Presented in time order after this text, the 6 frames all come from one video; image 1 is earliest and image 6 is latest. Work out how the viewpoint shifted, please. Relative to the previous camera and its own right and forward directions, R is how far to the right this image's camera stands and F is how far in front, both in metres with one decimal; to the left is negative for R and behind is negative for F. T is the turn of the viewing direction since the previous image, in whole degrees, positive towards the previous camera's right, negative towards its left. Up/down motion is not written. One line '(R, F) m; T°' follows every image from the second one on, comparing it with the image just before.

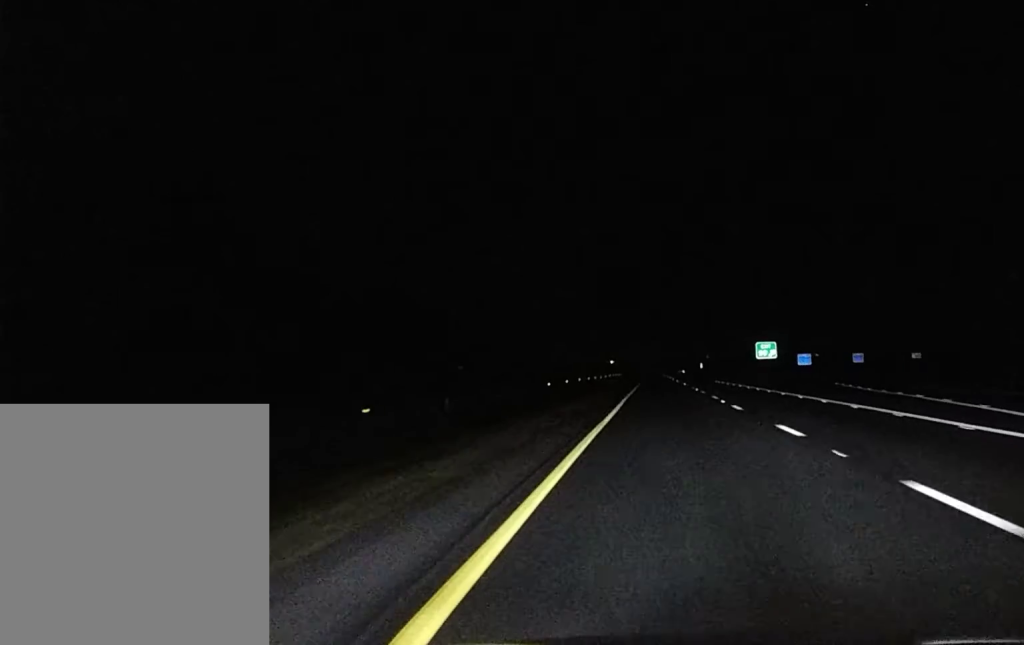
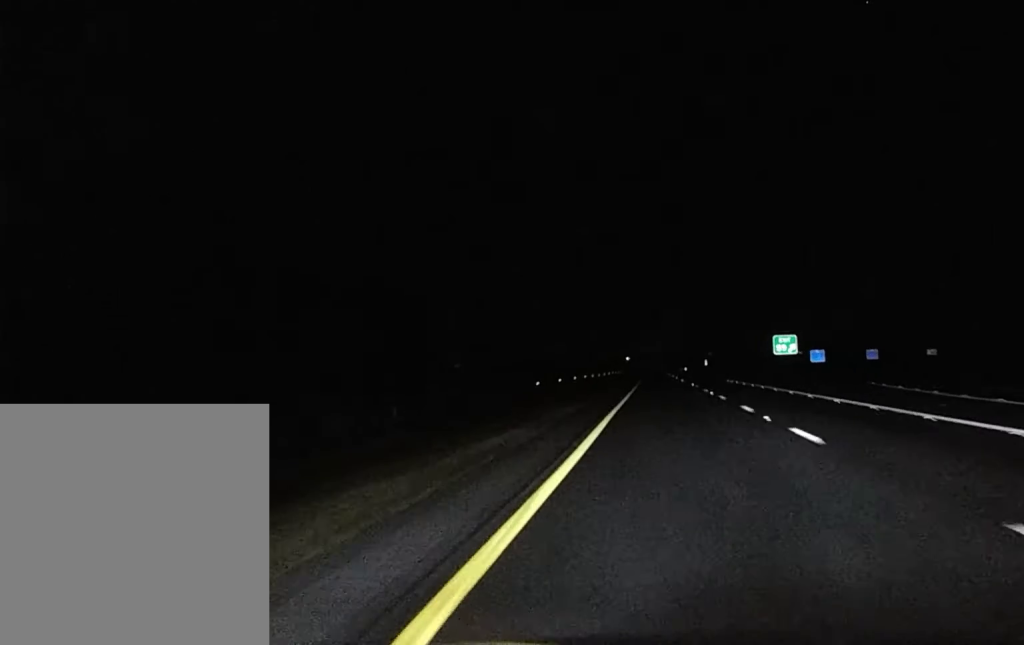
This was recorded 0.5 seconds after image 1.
(+0.1, +16.5) m; 0°
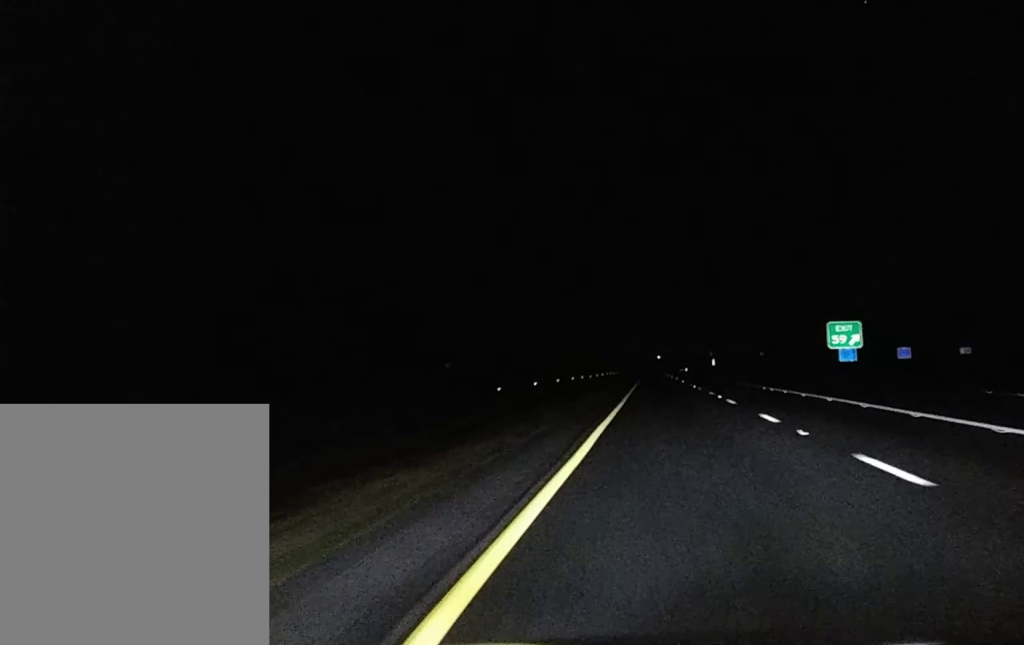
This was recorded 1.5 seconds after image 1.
(+0.1, +30.7) m; 0°
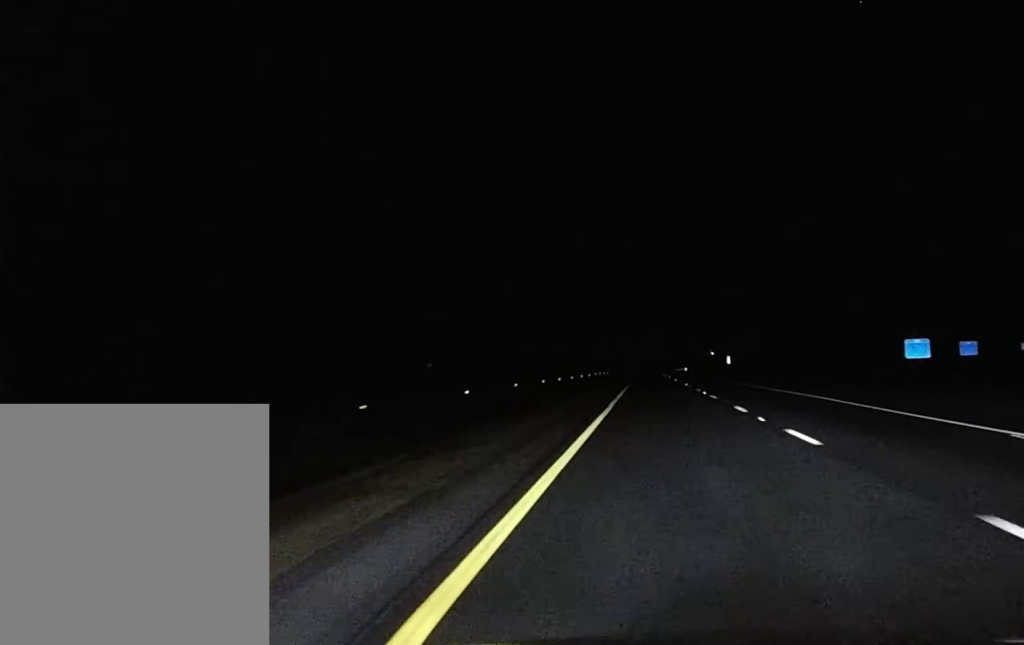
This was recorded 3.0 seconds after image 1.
(+0.1, +43.3) m; +1°
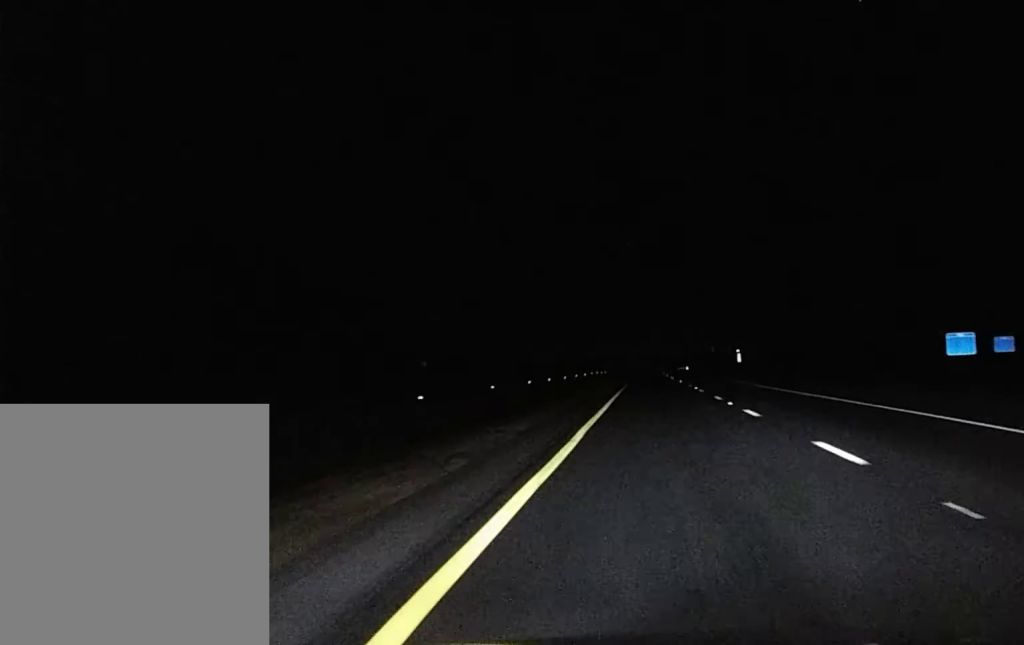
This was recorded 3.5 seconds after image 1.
(+0.1, +16.0) m; 0°
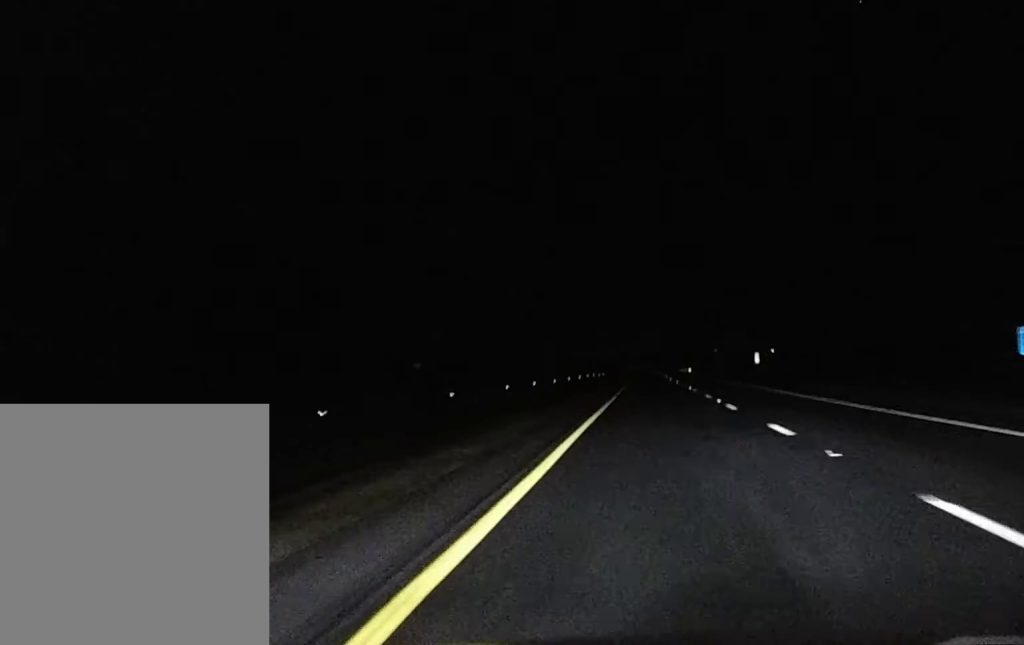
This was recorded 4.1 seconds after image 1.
(+0.1, +18.9) m; 0°
